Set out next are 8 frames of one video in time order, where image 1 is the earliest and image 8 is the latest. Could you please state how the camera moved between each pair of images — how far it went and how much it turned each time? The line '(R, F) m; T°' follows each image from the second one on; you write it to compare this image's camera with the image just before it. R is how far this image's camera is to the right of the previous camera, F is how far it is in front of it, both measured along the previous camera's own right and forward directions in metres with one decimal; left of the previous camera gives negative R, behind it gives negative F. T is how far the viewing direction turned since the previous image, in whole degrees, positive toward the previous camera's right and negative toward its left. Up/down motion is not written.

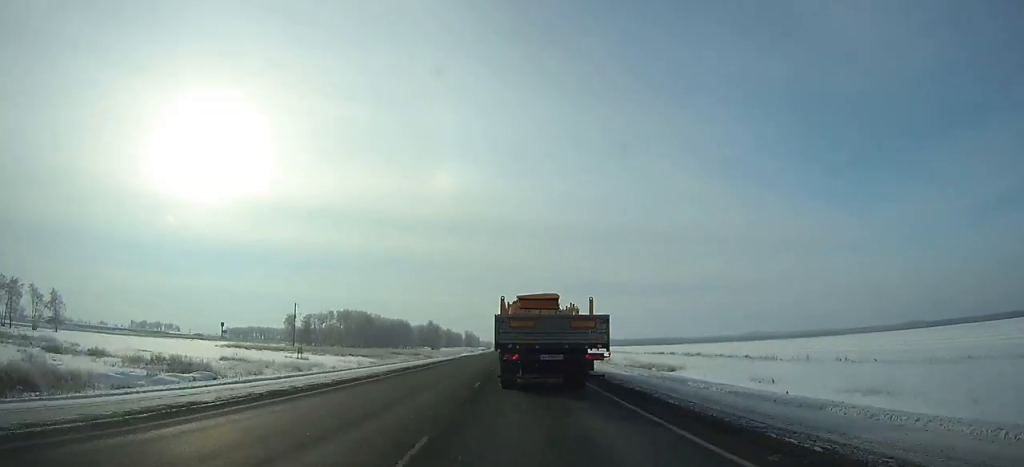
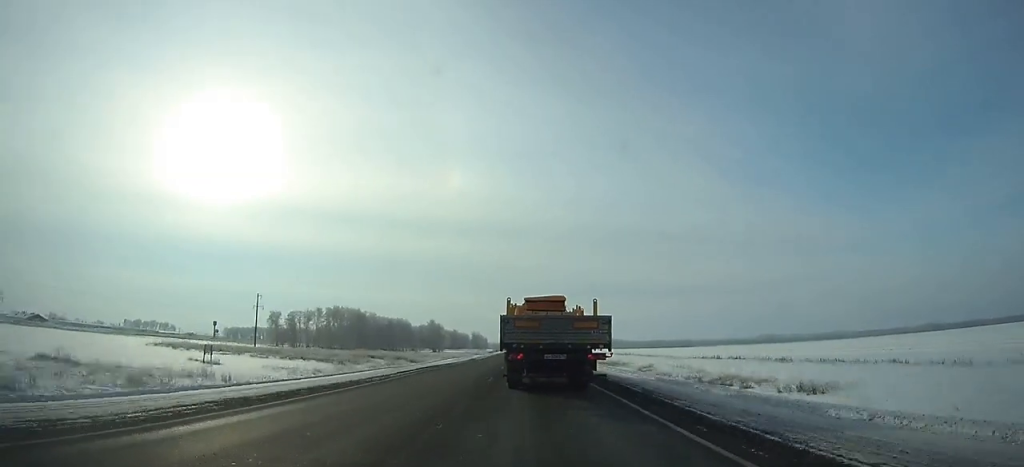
(-0.2, +34.0) m; 0°
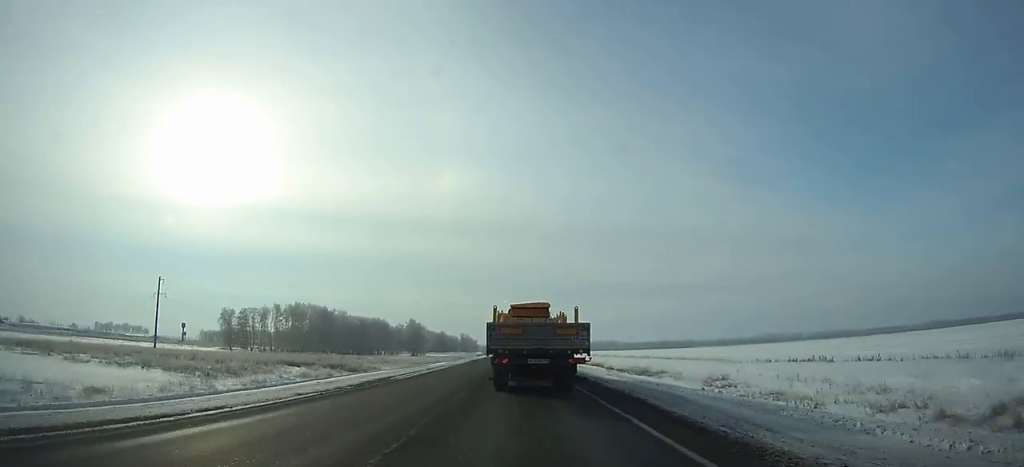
(-0.1, +39.9) m; 0°
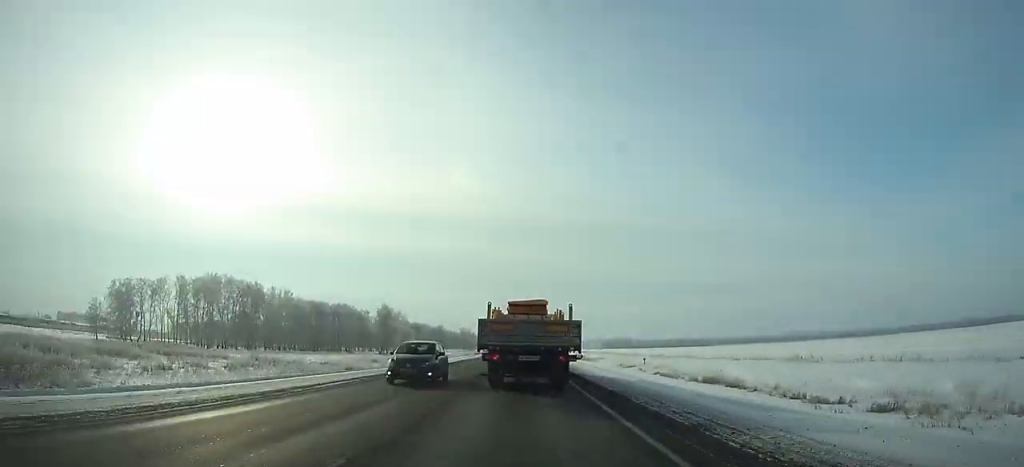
(-0.5, +75.3) m; -1°
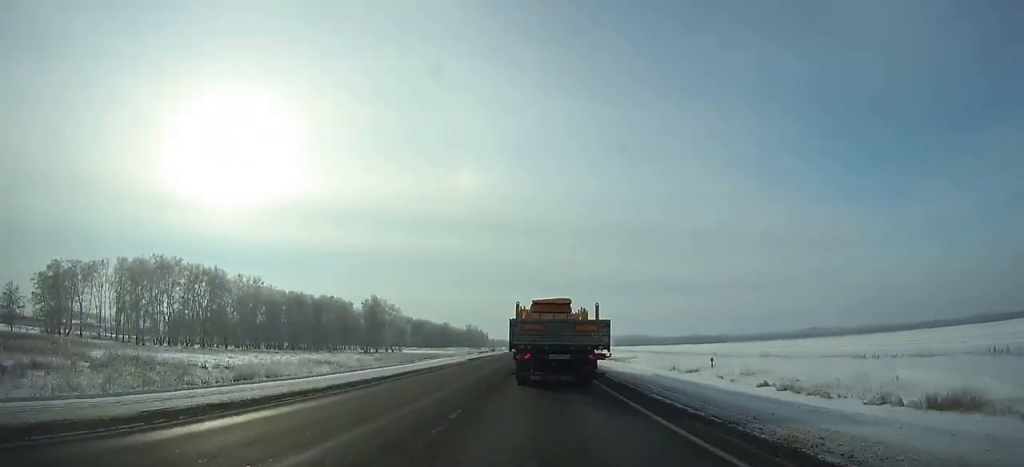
(-0.1, +32.8) m; -1°
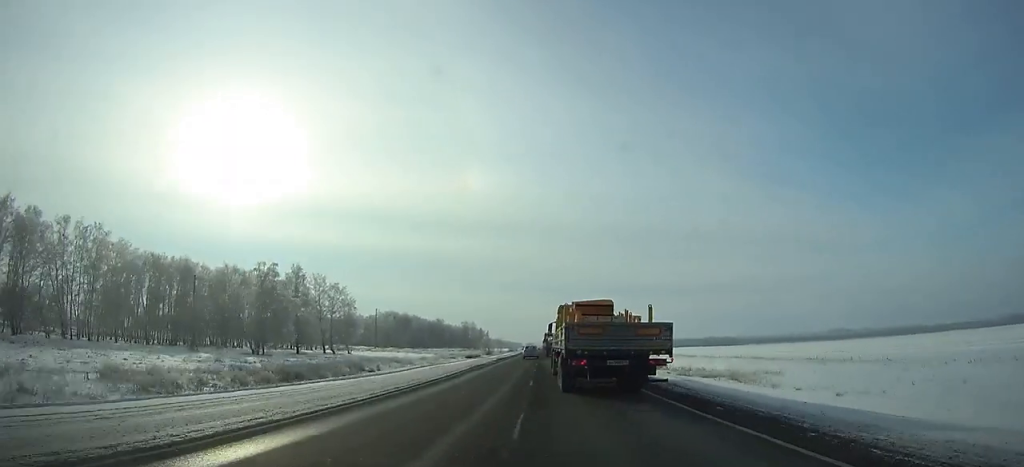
(-0.9, +78.6) m; -1°
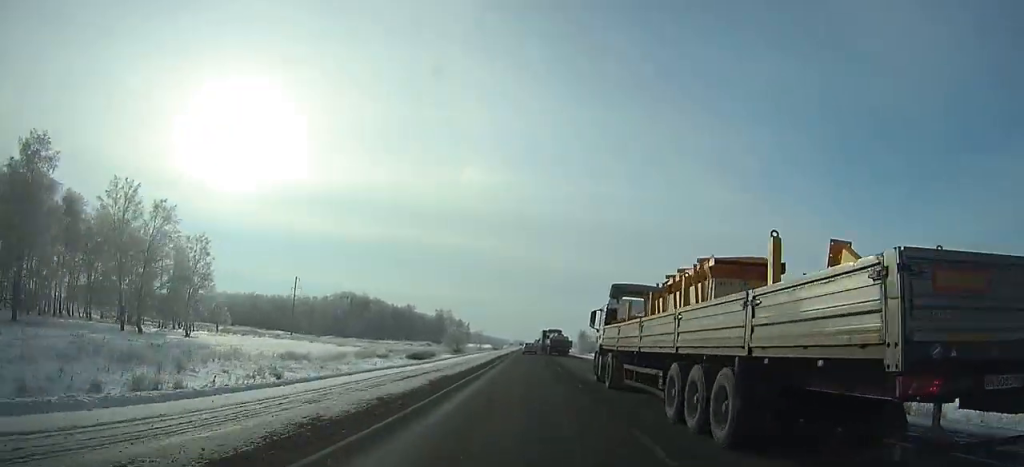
(+0.5, +75.9) m; +1°
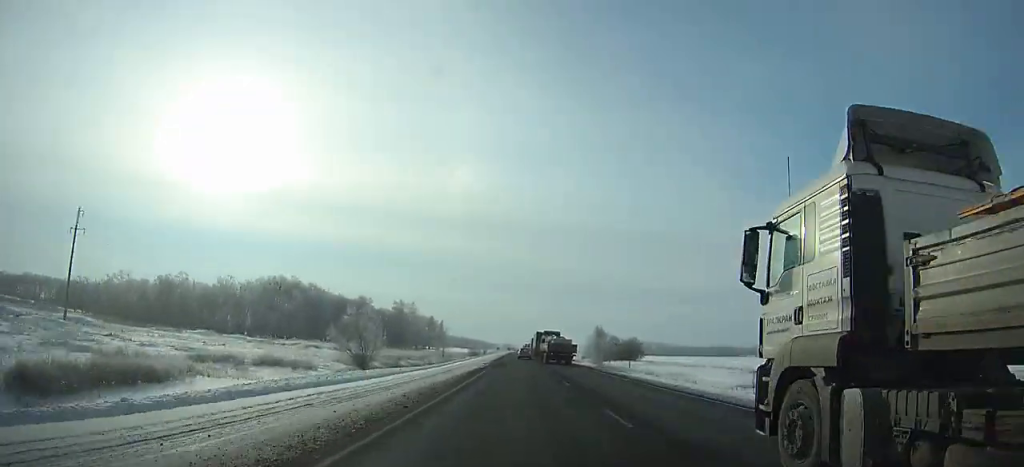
(+1.0, +76.5) m; +1°
